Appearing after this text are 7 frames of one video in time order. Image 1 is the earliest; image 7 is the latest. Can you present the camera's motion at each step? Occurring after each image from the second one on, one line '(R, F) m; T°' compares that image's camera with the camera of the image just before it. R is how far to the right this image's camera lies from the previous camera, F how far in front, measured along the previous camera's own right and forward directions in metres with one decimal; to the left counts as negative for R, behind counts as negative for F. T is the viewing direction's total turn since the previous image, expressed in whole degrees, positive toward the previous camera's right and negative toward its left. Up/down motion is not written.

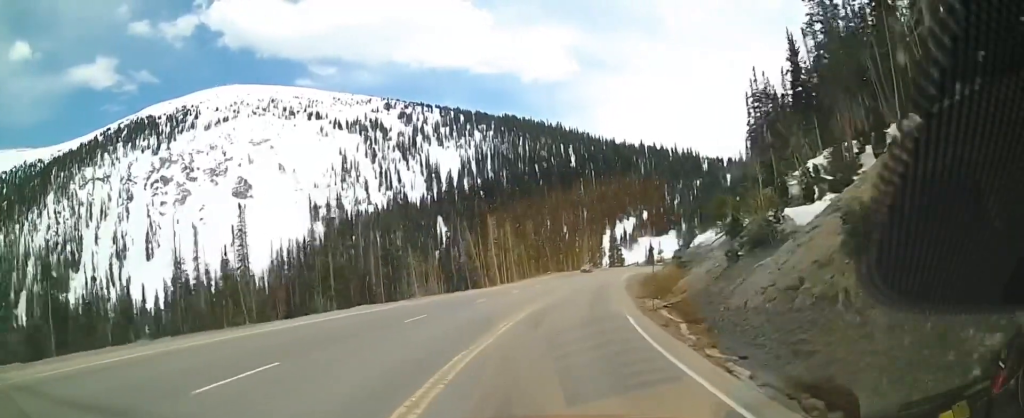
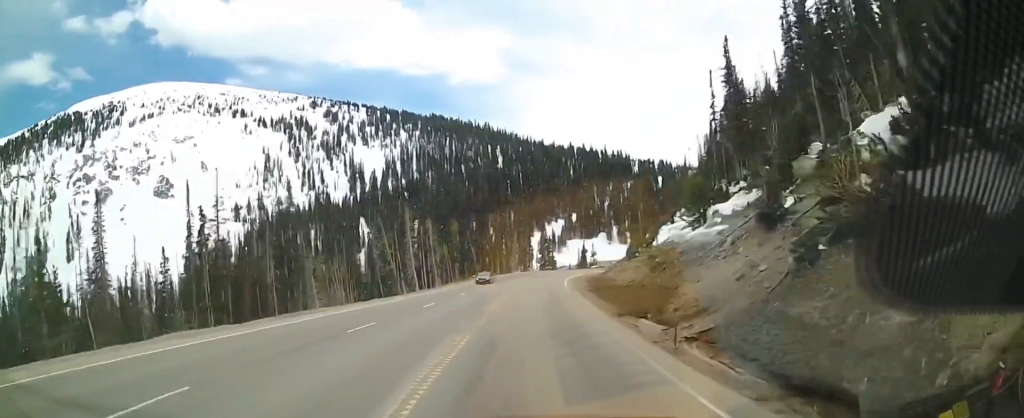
(+0.9, +13.4) m; +8°
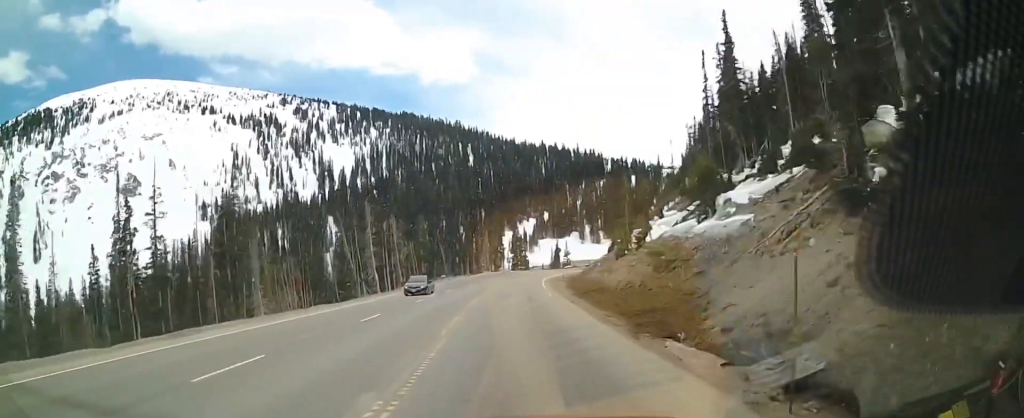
(+0.3, +7.8) m; +3°
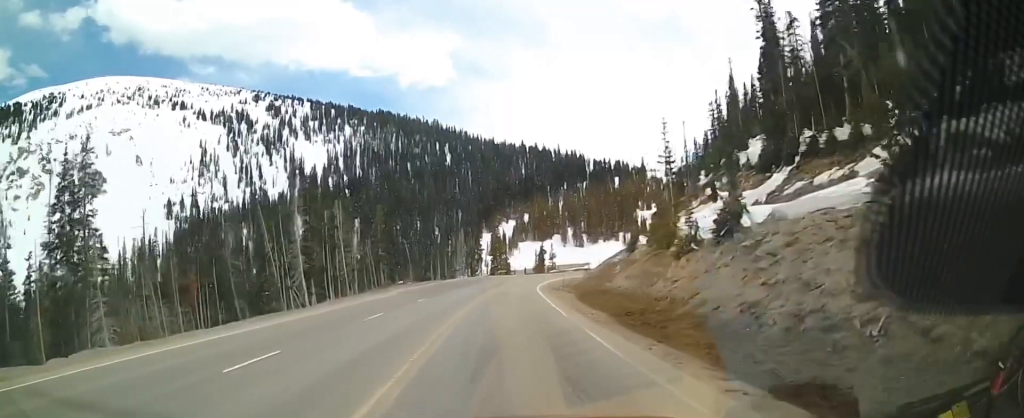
(+0.4, +22.7) m; +4°
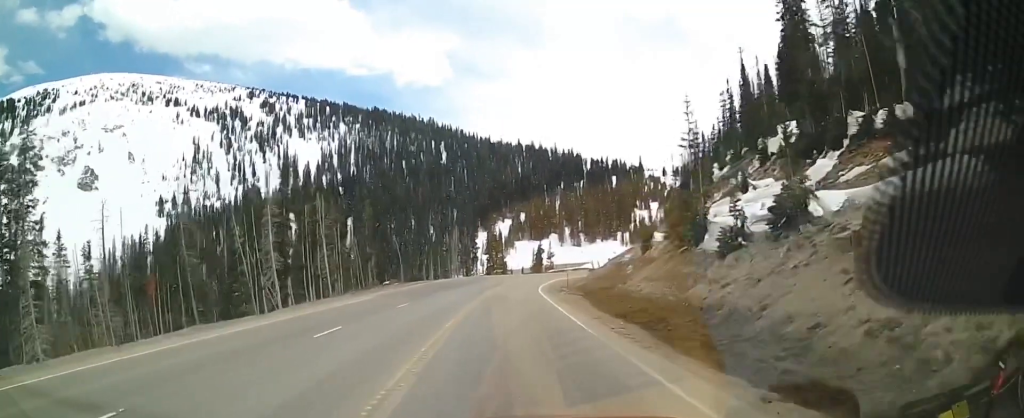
(+0.3, +6.6) m; +2°
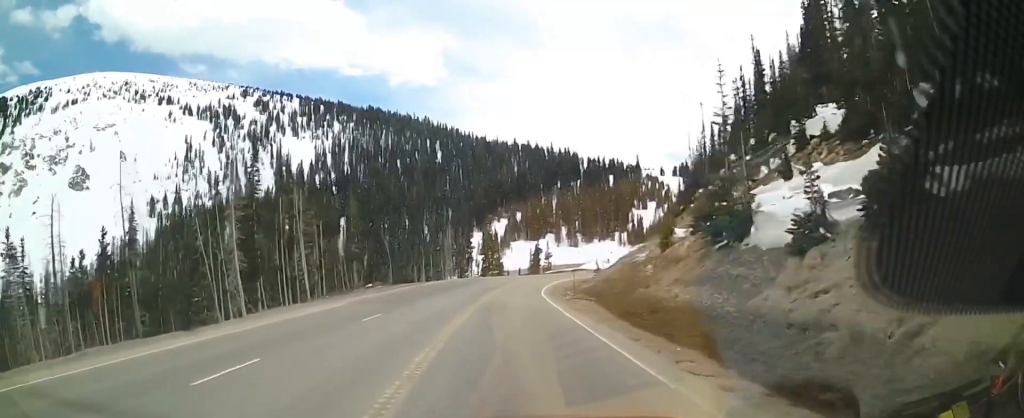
(0.0, +7.3) m; -1°
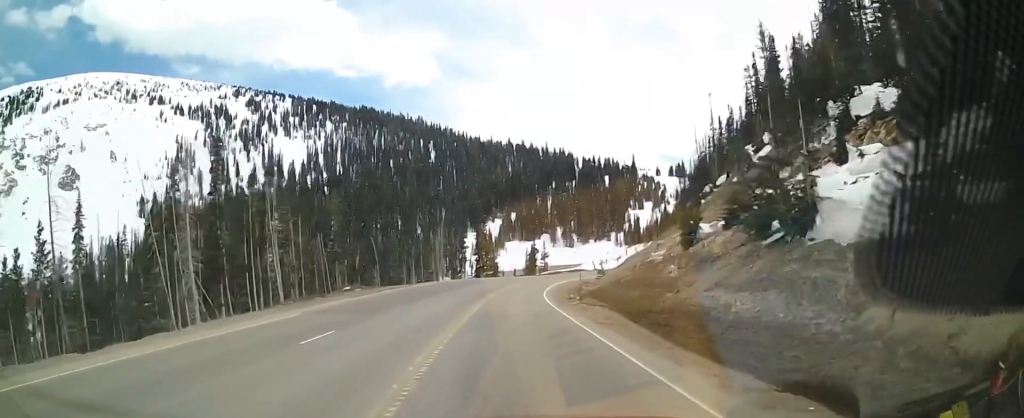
(-0.1, +7.0) m; -1°
